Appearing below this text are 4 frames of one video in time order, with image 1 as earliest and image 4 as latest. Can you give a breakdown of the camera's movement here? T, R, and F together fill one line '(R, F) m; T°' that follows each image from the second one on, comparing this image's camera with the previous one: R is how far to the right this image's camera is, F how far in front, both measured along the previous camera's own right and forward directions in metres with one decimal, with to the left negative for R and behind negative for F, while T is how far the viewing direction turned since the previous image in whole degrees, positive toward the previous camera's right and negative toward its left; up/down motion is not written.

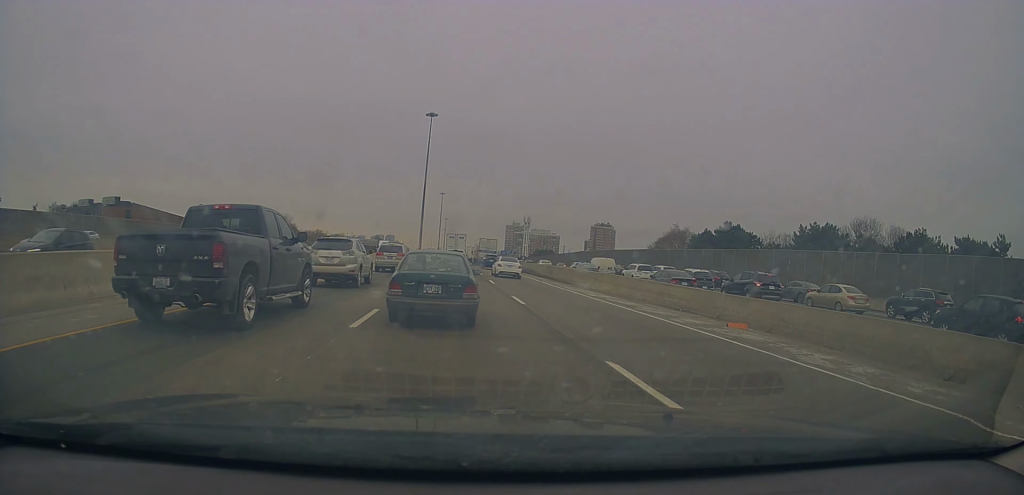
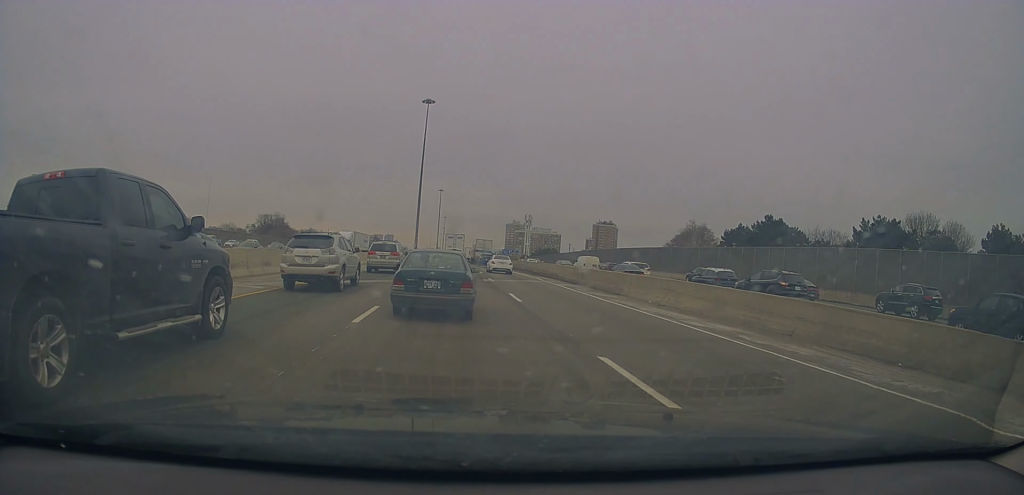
(+0.4, +12.4) m; +4°
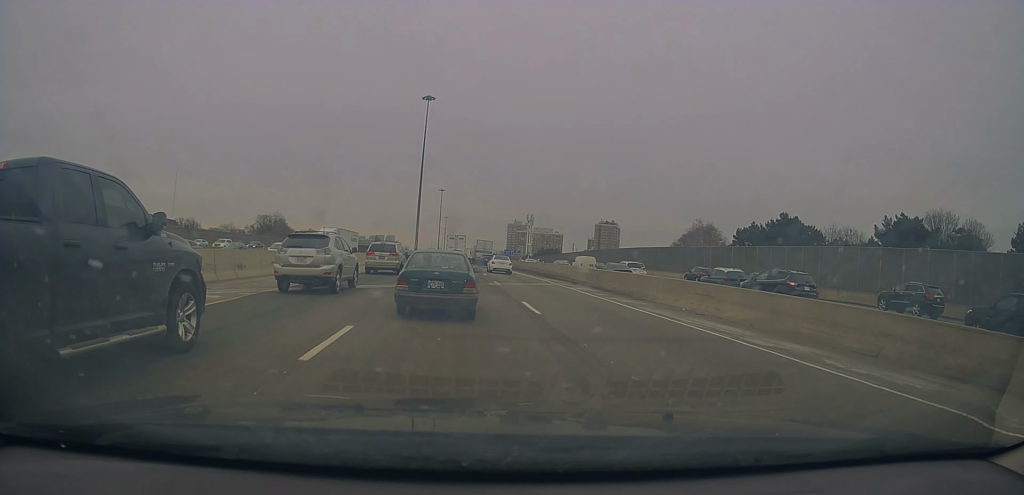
(0.0, +3.1) m; -1°
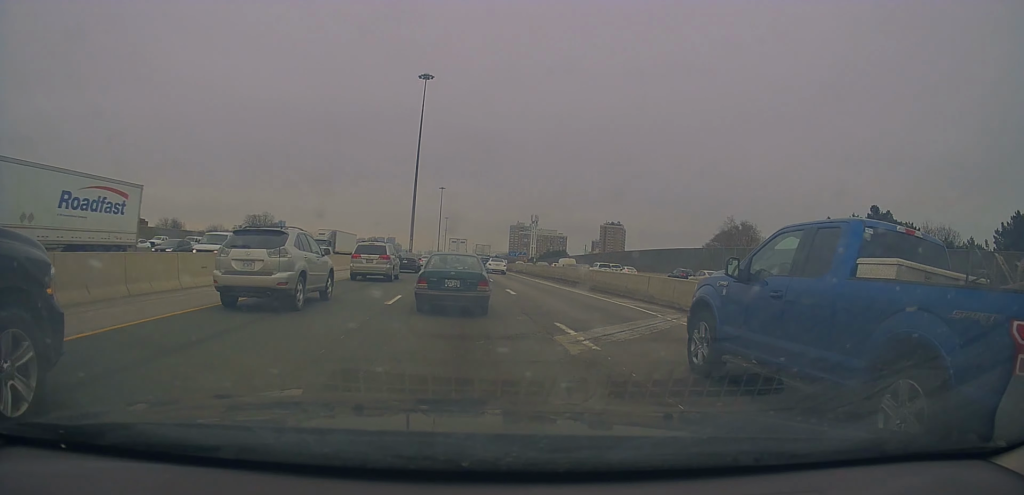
(-0.7, +16.6) m; -3°
